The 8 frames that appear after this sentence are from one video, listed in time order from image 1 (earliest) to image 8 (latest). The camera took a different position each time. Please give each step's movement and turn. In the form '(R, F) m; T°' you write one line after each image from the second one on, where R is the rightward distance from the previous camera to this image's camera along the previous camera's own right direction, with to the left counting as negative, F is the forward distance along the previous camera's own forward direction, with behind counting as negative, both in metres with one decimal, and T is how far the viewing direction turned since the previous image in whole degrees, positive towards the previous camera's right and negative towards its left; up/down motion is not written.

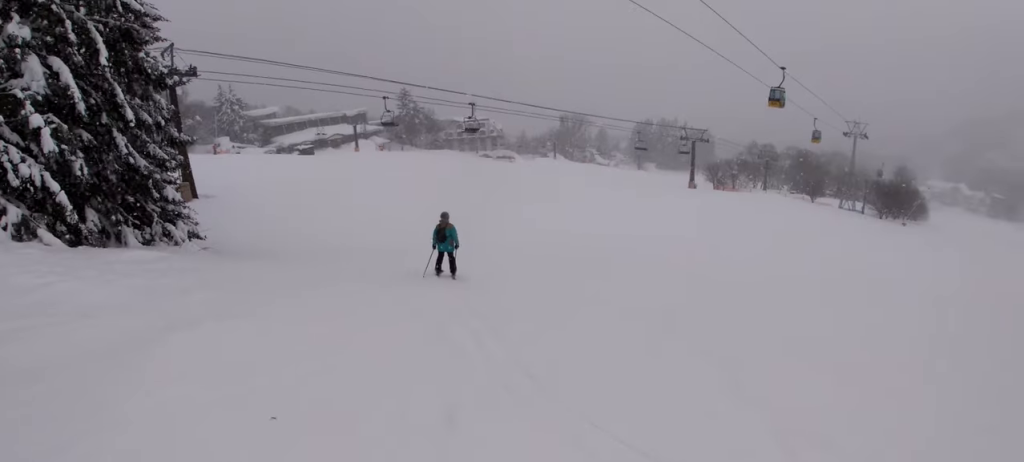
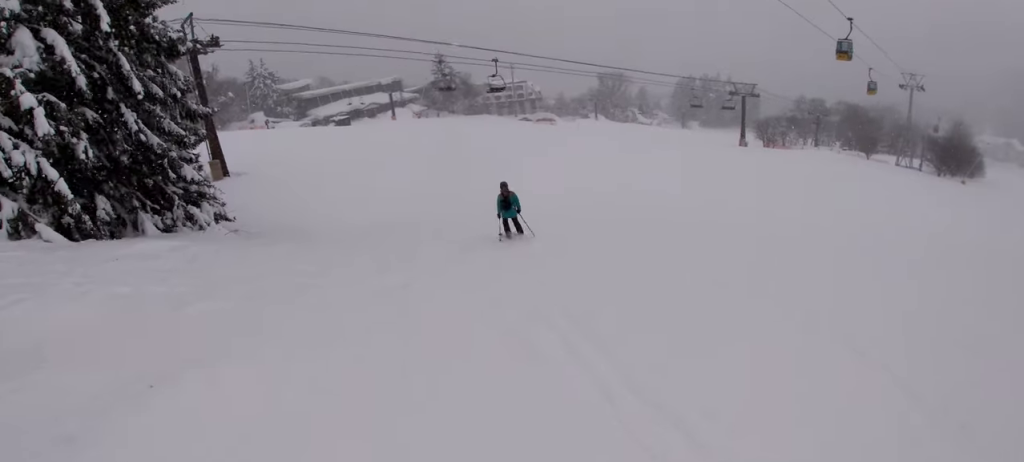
(-0.2, +2.9) m; 0°
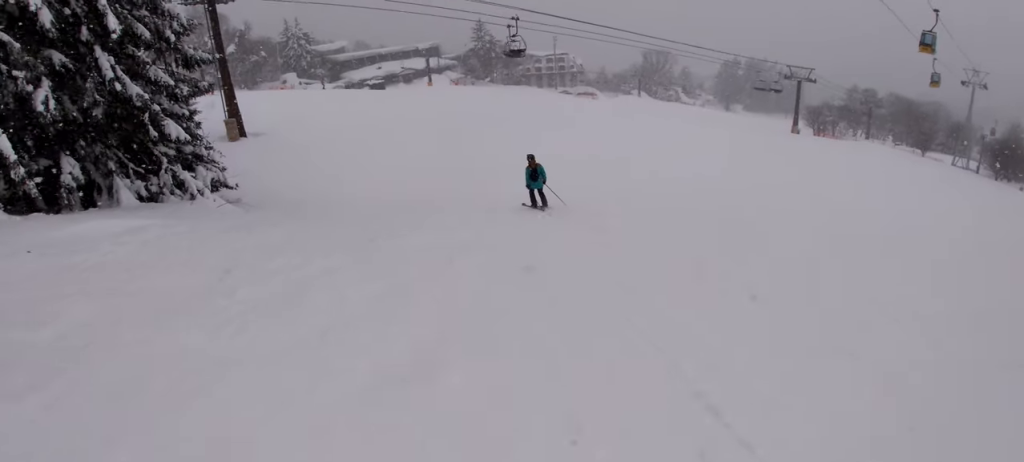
(+0.4, +3.9) m; 0°
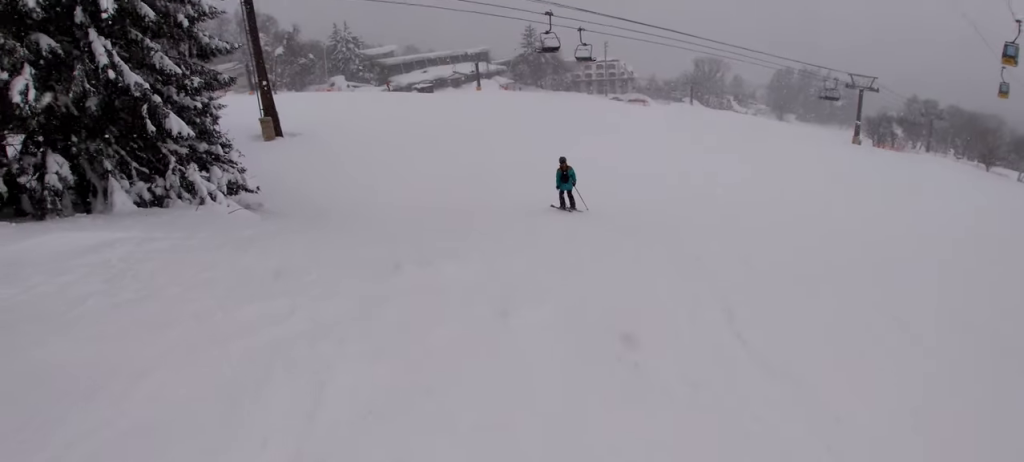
(-0.1, +2.9) m; +4°
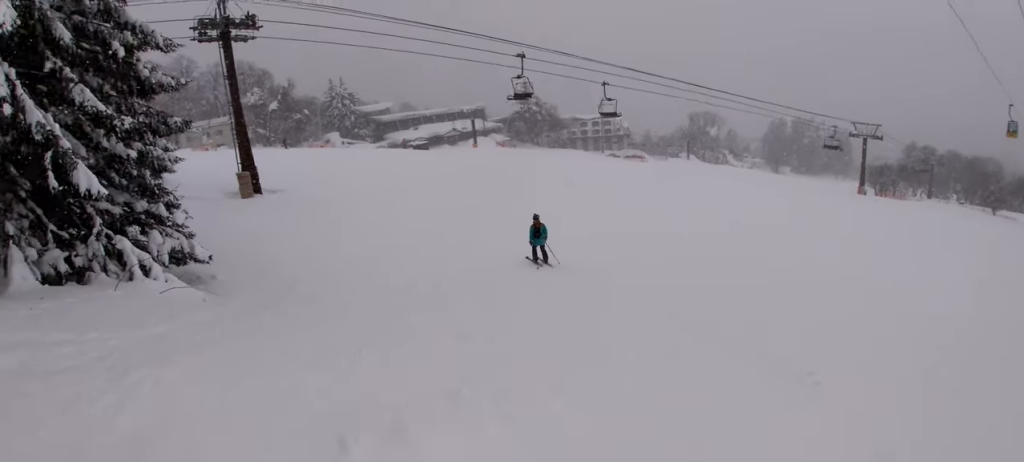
(-0.6, +3.8) m; +7°
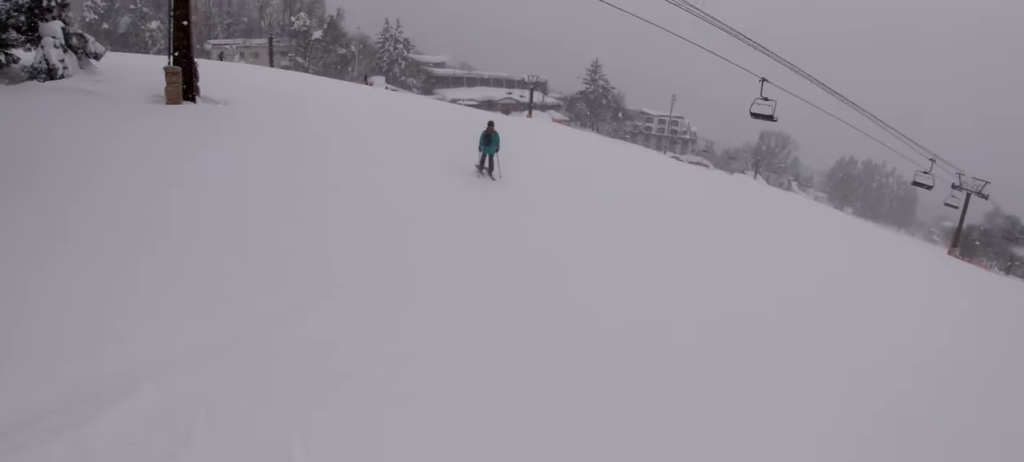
(+0.4, +10.0) m; -11°
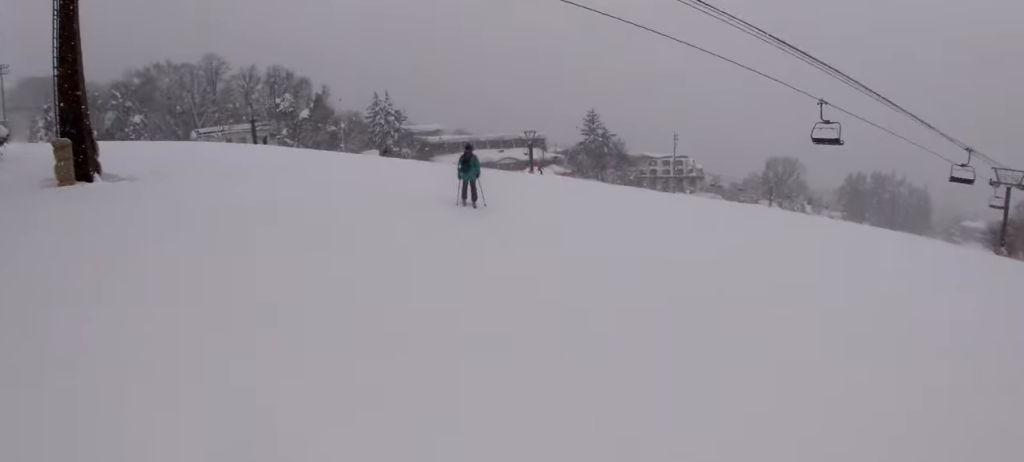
(-0.5, +5.4) m; -6°
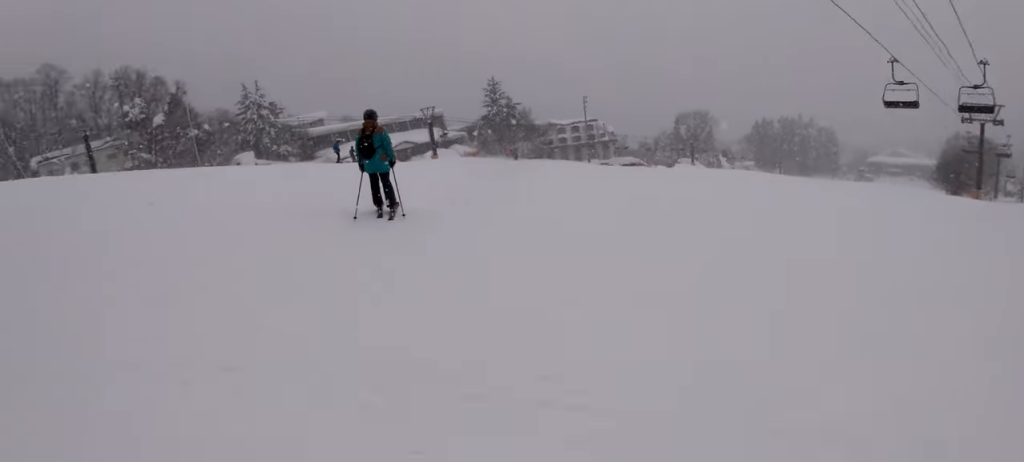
(0.0, +12.4) m; +3°
